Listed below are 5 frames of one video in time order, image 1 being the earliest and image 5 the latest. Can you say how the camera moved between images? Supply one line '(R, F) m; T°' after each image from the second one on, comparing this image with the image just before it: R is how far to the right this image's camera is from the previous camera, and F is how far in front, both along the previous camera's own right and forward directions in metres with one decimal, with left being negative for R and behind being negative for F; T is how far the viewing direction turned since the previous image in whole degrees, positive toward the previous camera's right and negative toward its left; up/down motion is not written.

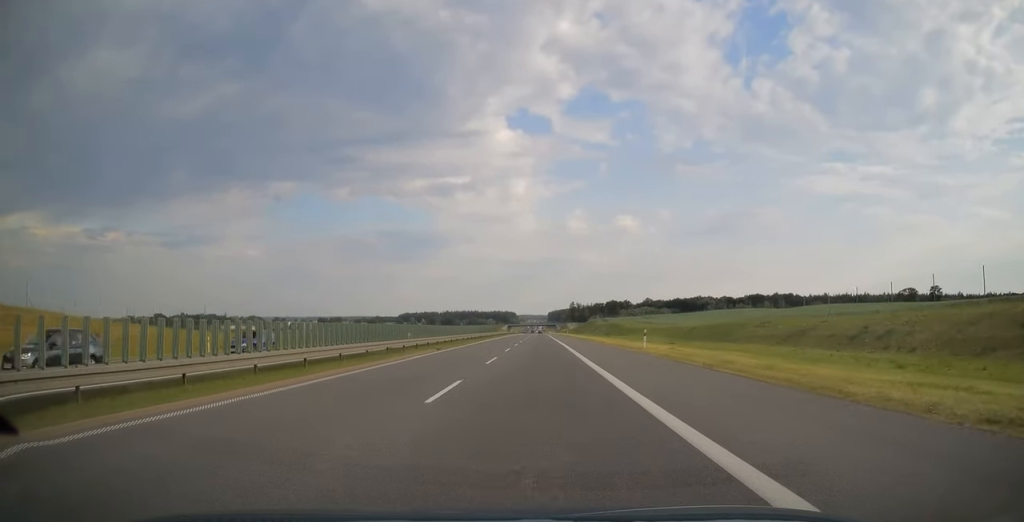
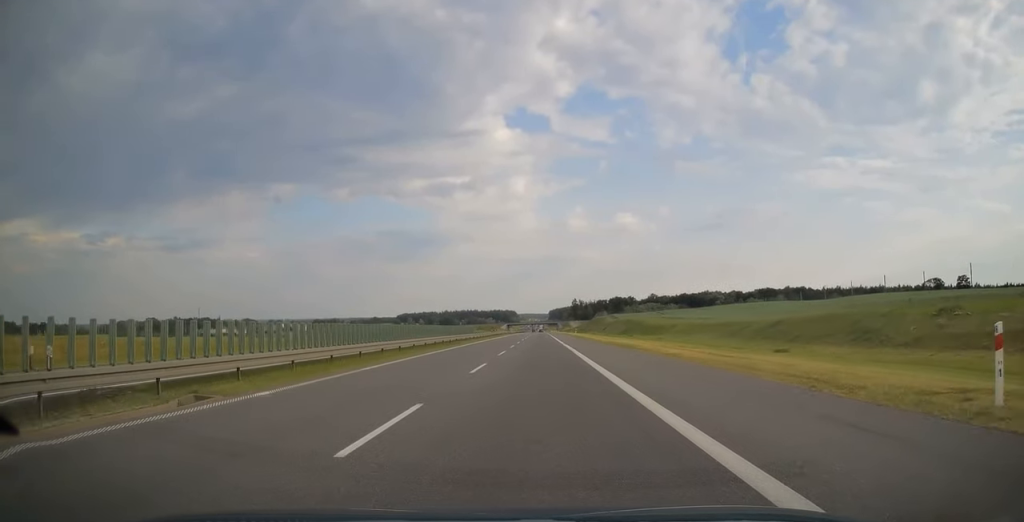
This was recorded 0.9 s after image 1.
(-0.1, +29.1) m; 0°
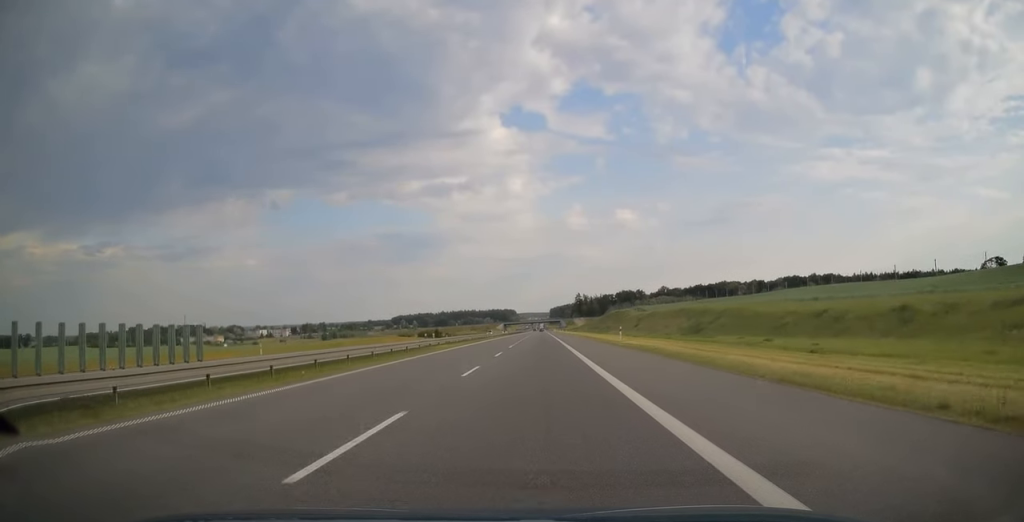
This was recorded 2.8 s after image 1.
(+0.1, +61.5) m; 0°
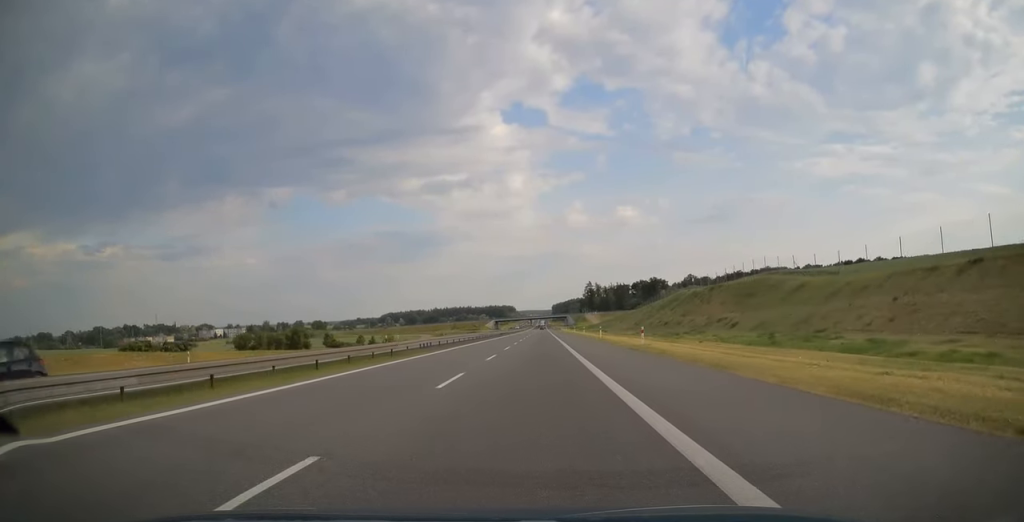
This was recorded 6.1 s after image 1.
(-0.4, +111.5) m; 0°
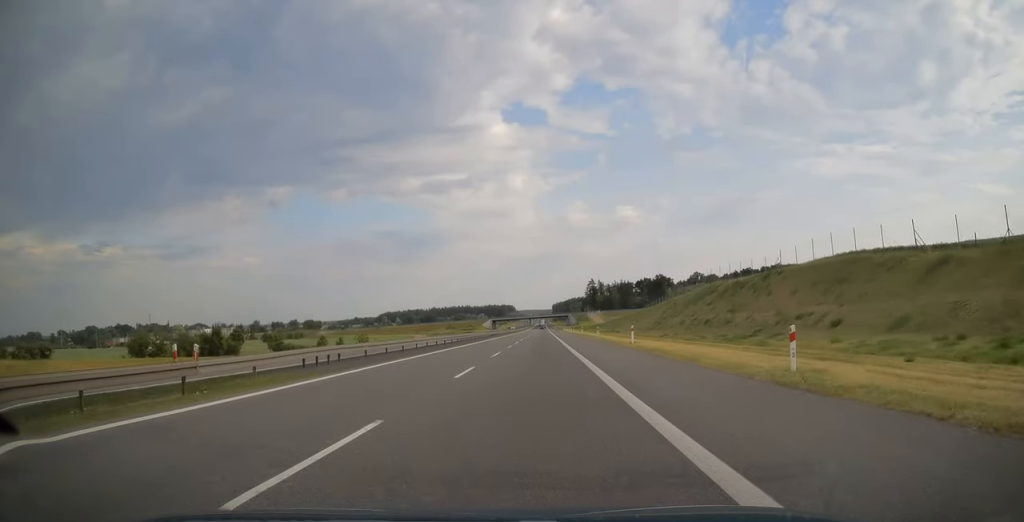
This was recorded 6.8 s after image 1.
(0.0, +21.5) m; 0°
